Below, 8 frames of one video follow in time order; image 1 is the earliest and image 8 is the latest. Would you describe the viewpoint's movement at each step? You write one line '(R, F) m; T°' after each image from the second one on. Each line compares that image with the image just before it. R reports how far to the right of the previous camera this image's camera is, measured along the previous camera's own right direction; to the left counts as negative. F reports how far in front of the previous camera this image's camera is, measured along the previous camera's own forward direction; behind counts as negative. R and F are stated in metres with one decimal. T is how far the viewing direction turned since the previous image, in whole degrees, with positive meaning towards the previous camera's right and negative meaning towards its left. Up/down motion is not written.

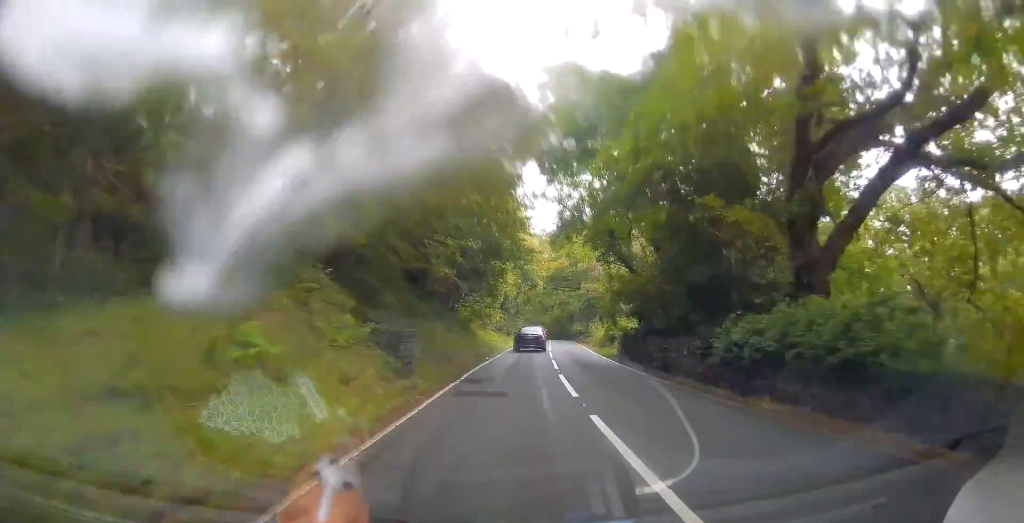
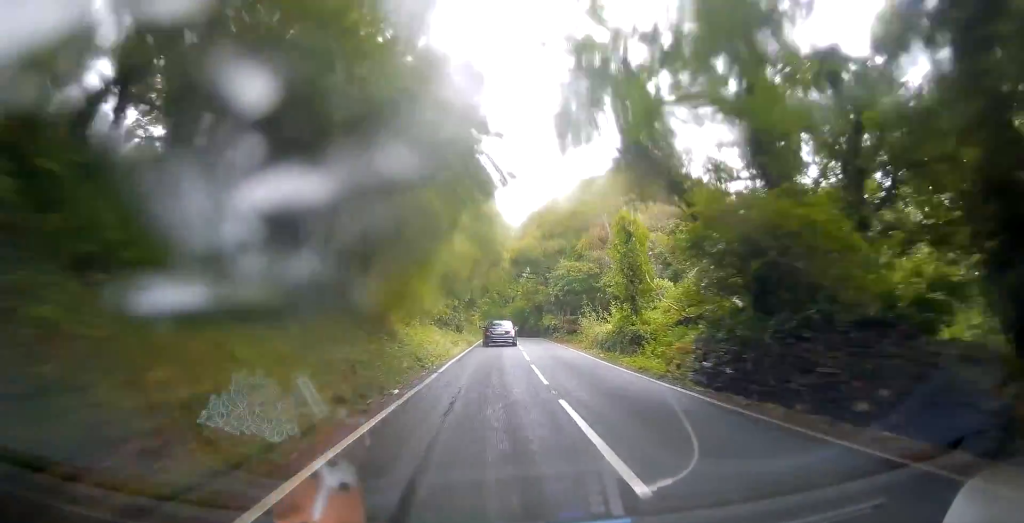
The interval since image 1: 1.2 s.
(+0.8, +16.3) m; +3°
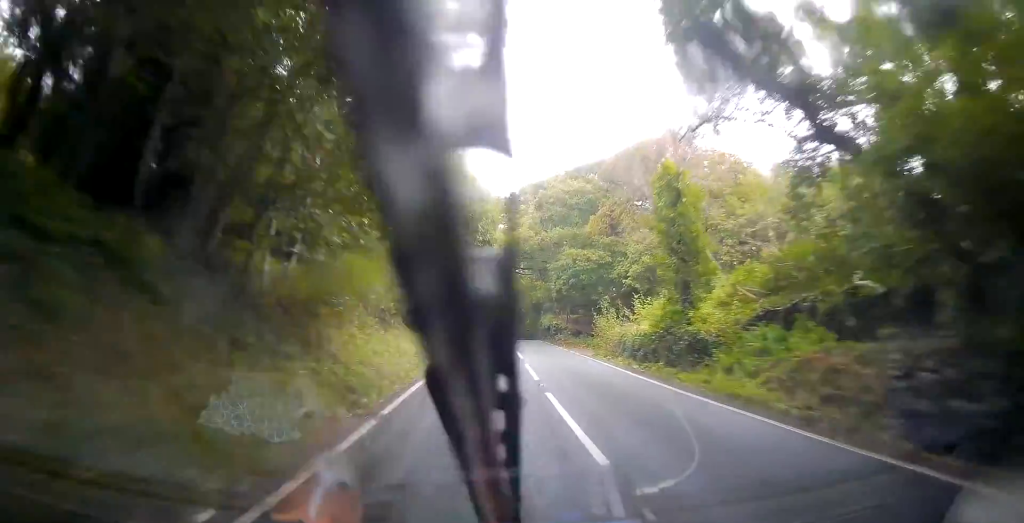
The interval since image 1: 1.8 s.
(0.0, +7.6) m; 0°
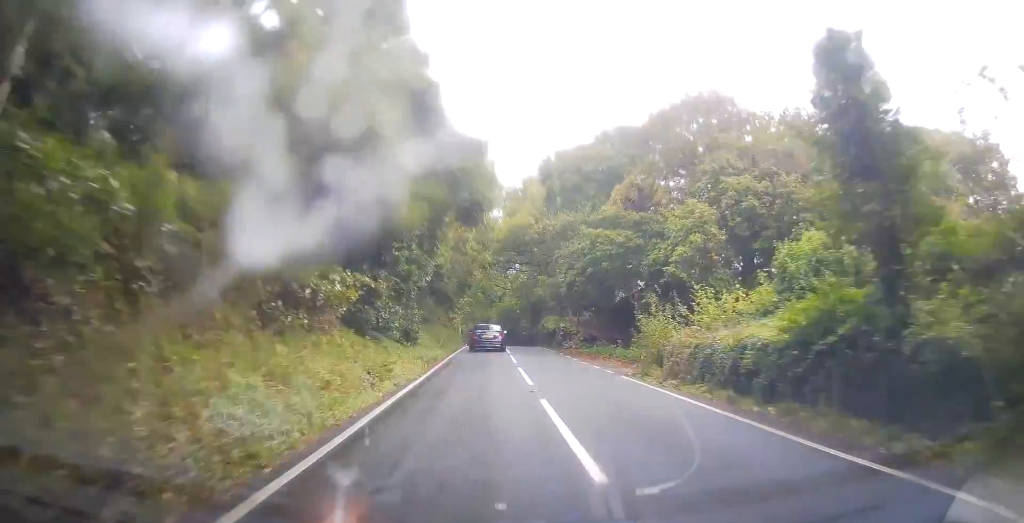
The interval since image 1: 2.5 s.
(-0.3, +9.3) m; 0°
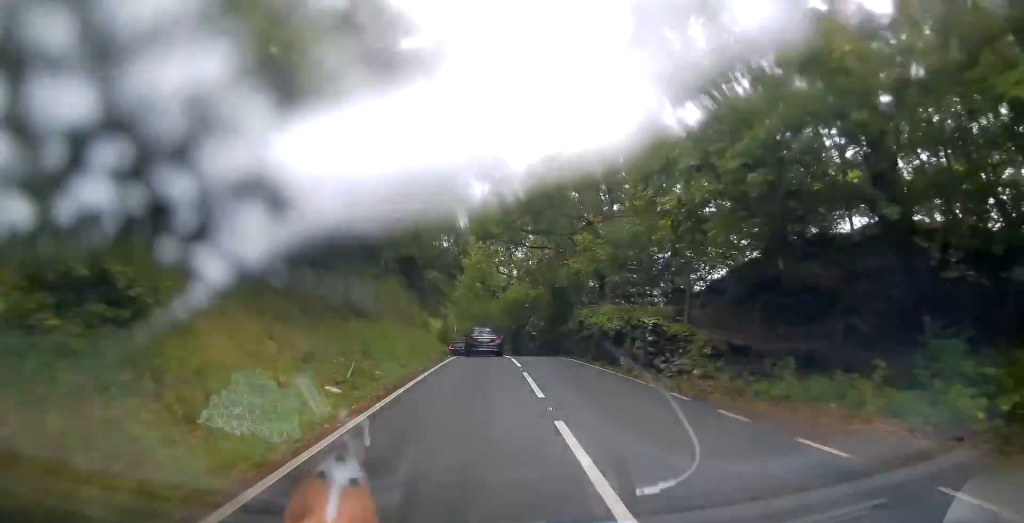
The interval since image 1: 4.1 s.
(+0.7, +20.6) m; +2°
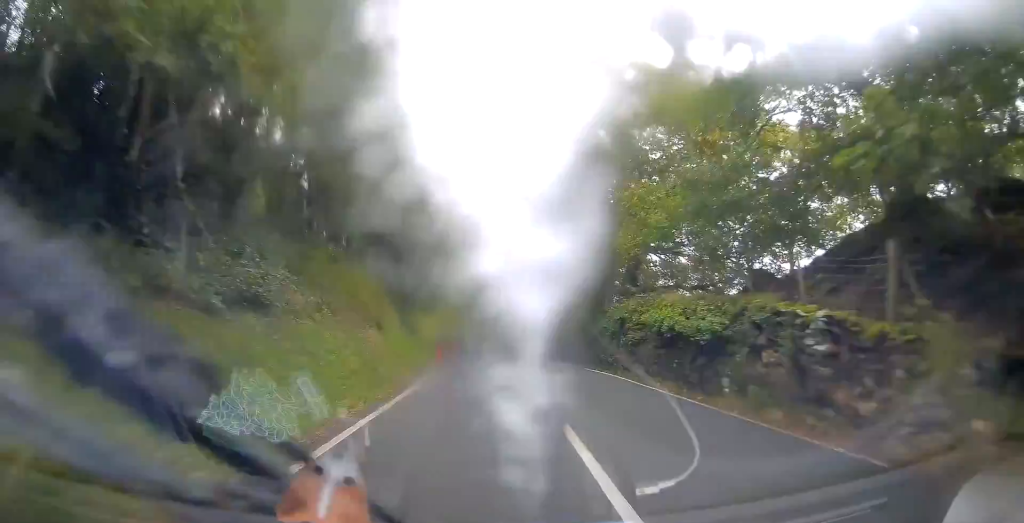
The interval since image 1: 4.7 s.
(0.0, +8.7) m; +1°
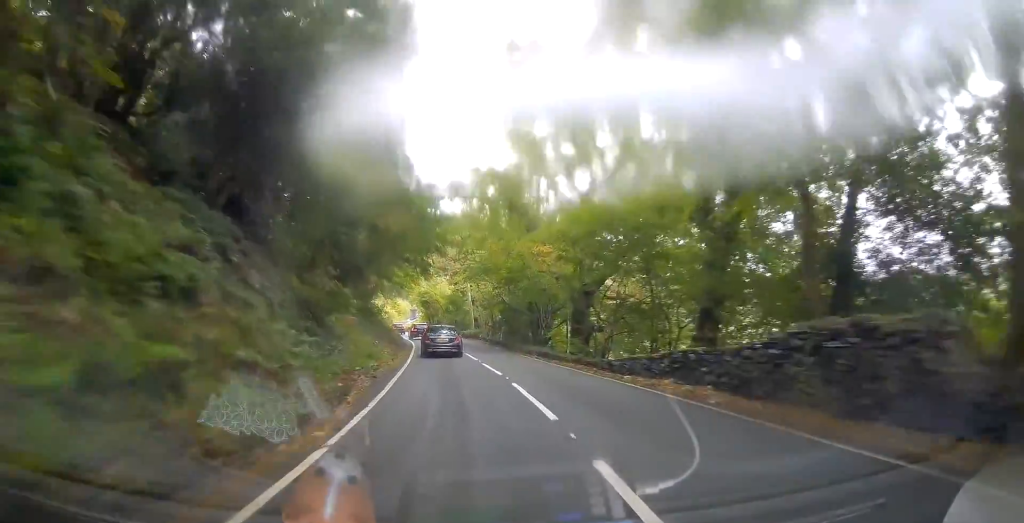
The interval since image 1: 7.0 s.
(+0.1, +29.0) m; -3°
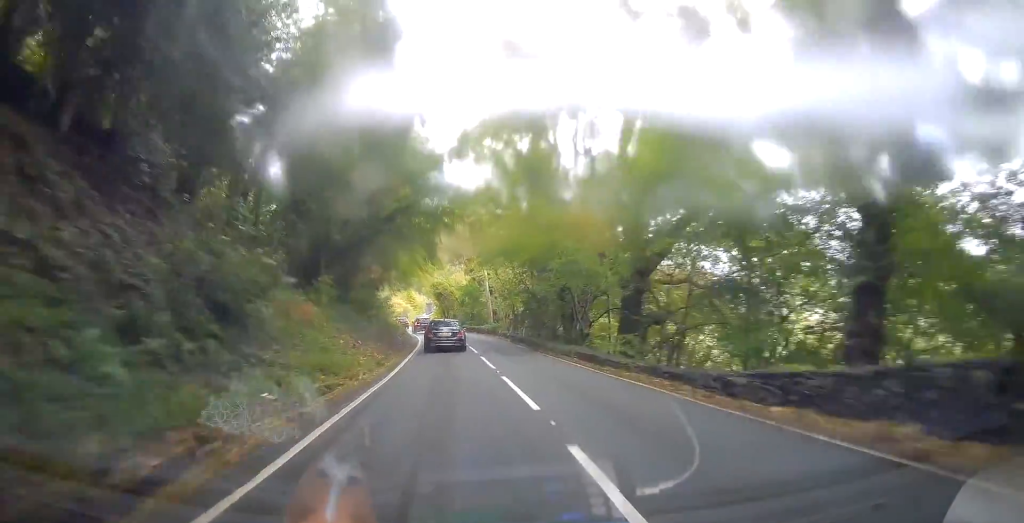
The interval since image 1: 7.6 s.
(-0.3, +8.1) m; -3°
